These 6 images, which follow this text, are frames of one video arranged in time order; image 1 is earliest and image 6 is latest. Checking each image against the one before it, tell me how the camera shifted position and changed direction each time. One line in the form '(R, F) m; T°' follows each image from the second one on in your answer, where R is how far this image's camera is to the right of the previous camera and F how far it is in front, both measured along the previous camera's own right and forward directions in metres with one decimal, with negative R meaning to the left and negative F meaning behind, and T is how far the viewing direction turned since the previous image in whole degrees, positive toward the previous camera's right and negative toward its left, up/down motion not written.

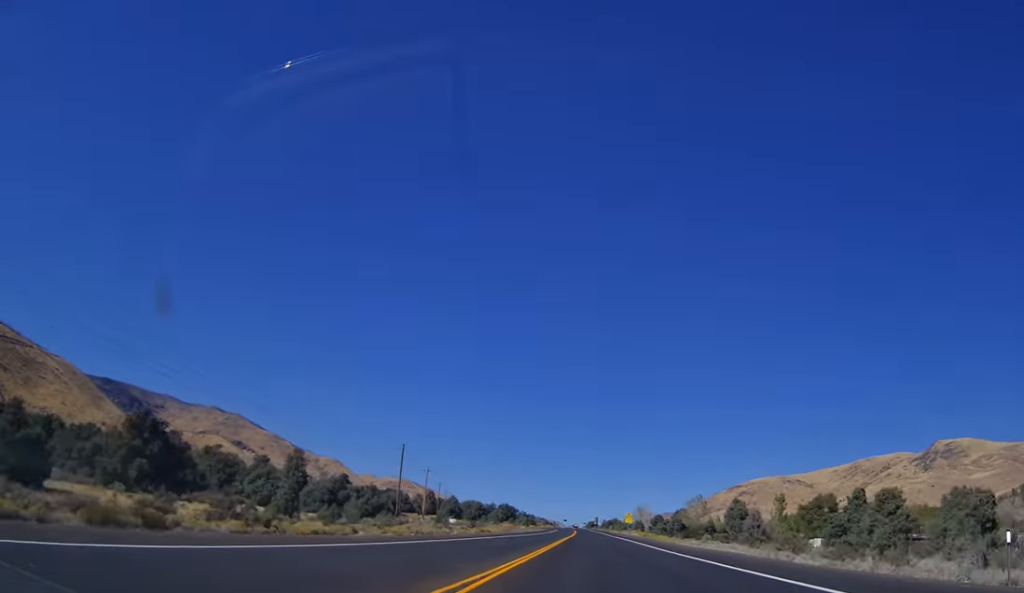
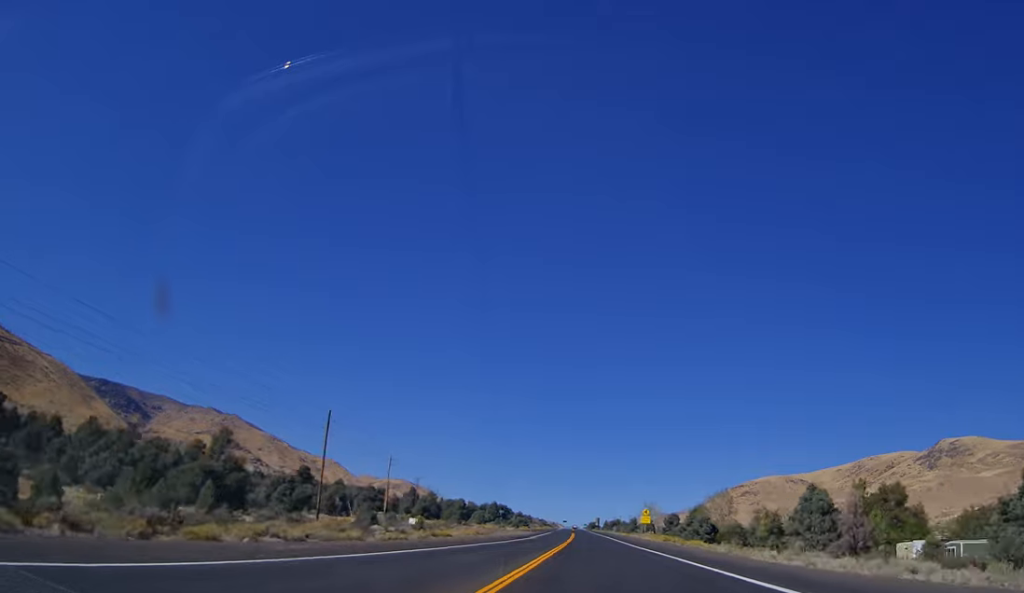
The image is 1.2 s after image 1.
(0.0, +33.1) m; 0°
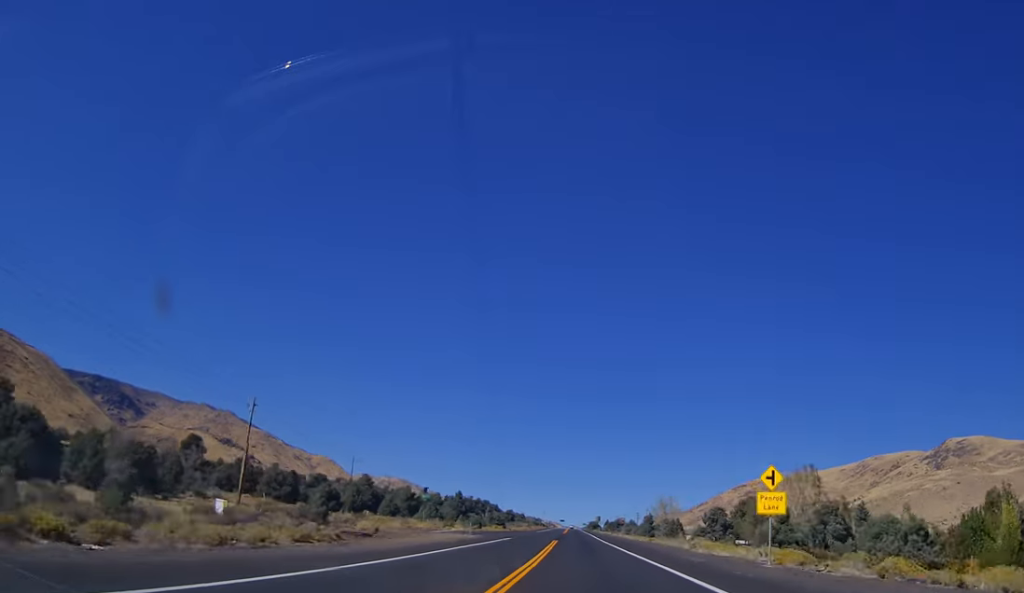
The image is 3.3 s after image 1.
(-0.3, +58.8) m; -1°
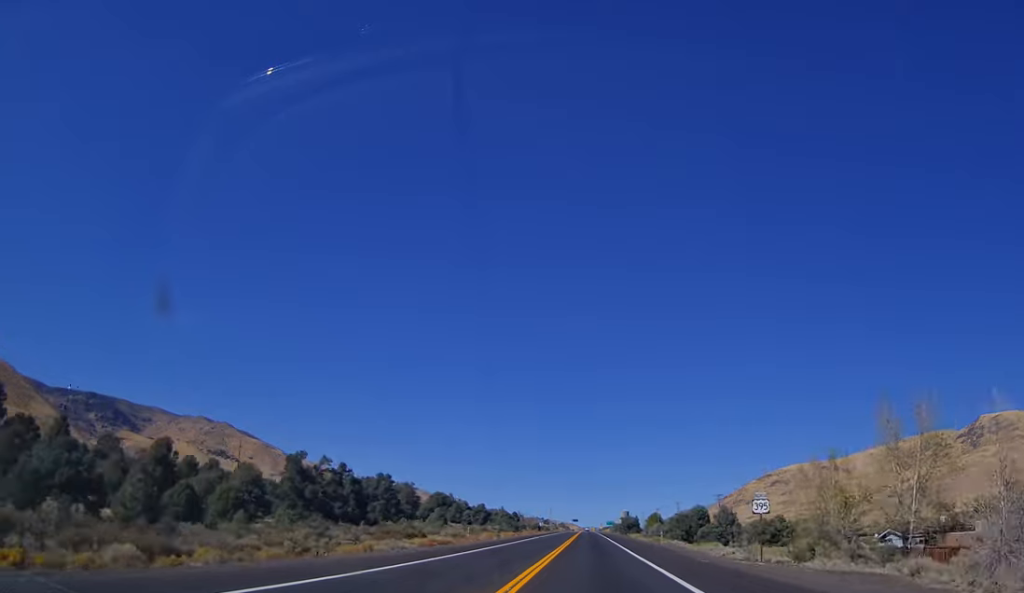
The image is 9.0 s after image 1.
(-0.8, +155.6) m; 0°
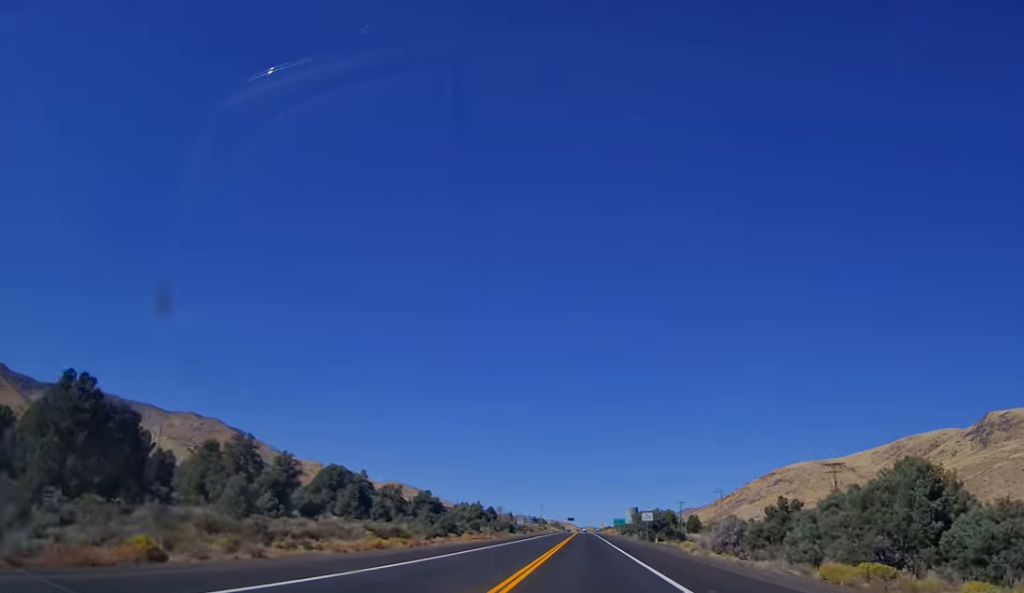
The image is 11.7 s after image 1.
(0.0, +75.0) m; 0°
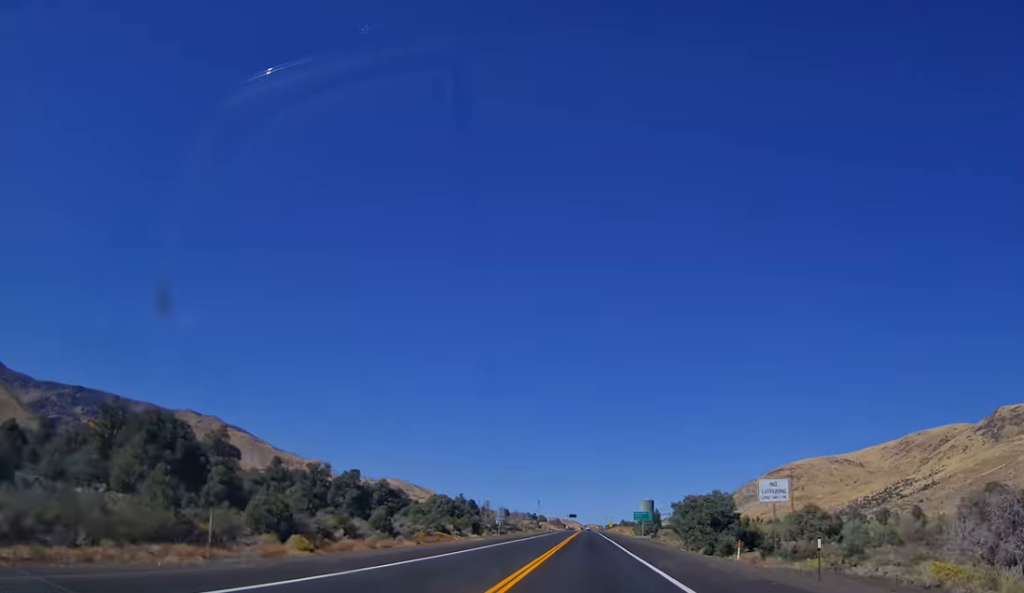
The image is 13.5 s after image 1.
(+0.3, +49.5) m; 0°
